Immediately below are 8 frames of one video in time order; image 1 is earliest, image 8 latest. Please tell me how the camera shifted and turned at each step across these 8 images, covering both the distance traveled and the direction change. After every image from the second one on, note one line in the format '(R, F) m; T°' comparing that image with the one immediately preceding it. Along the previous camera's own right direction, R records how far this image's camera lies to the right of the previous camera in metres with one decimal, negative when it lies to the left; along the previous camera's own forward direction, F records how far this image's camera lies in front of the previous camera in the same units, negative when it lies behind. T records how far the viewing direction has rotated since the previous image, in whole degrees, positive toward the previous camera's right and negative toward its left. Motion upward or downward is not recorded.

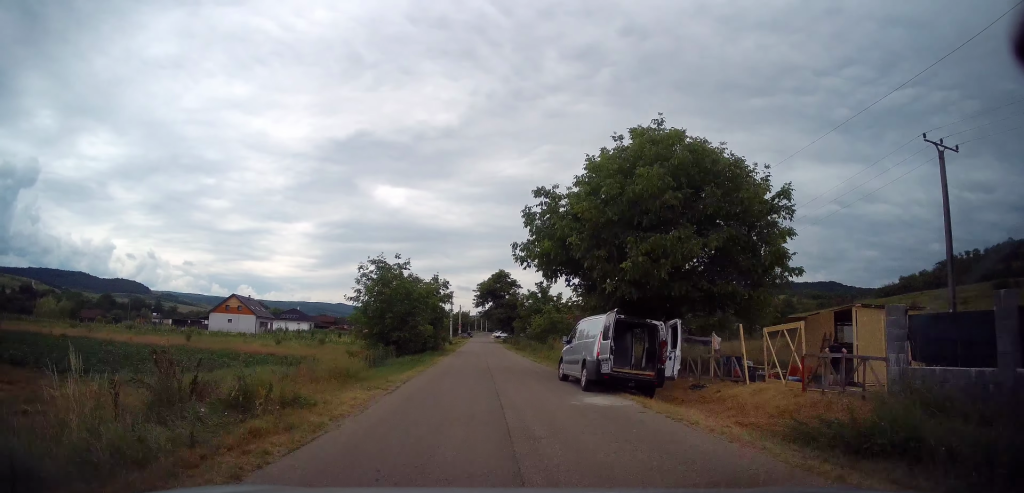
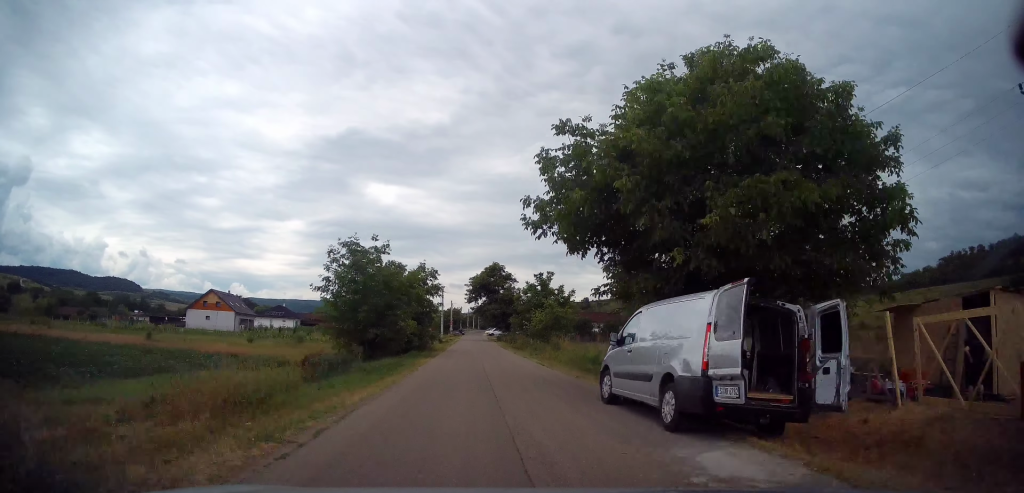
(0.0, +6.1) m; +1°
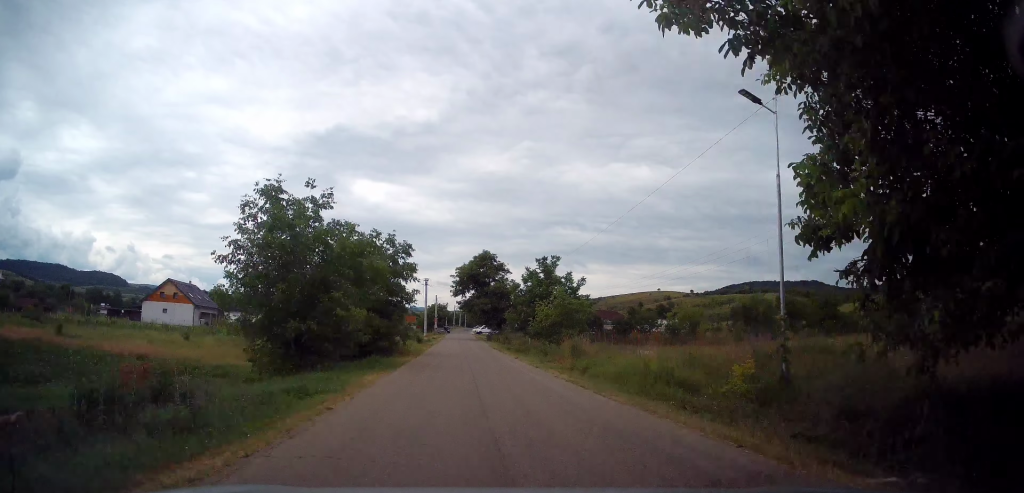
(+0.1, +10.6) m; +1°
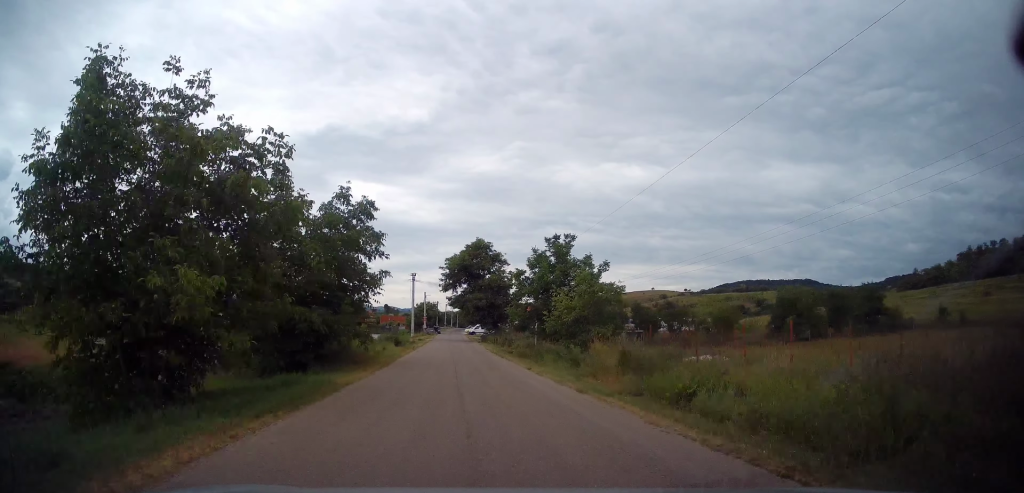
(+0.2, +9.6) m; +1°
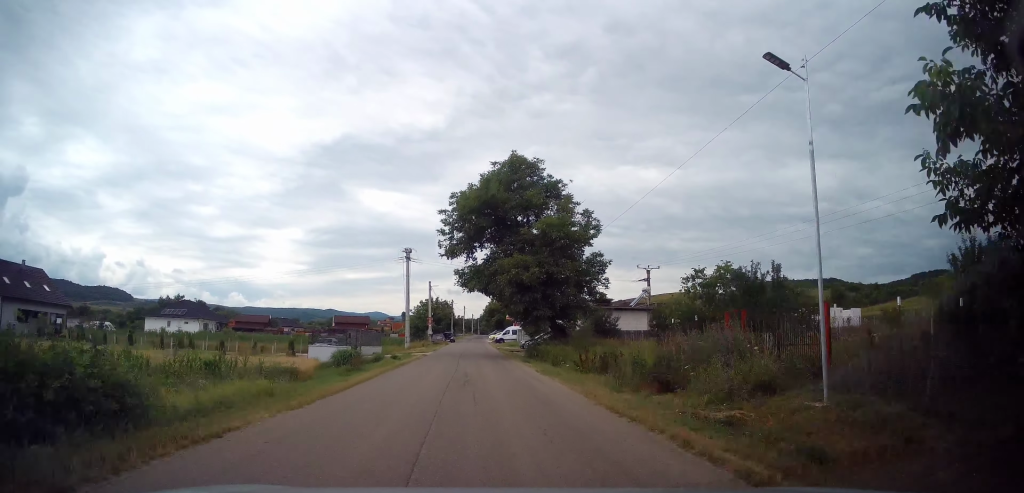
(-0.2, +32.6) m; -2°
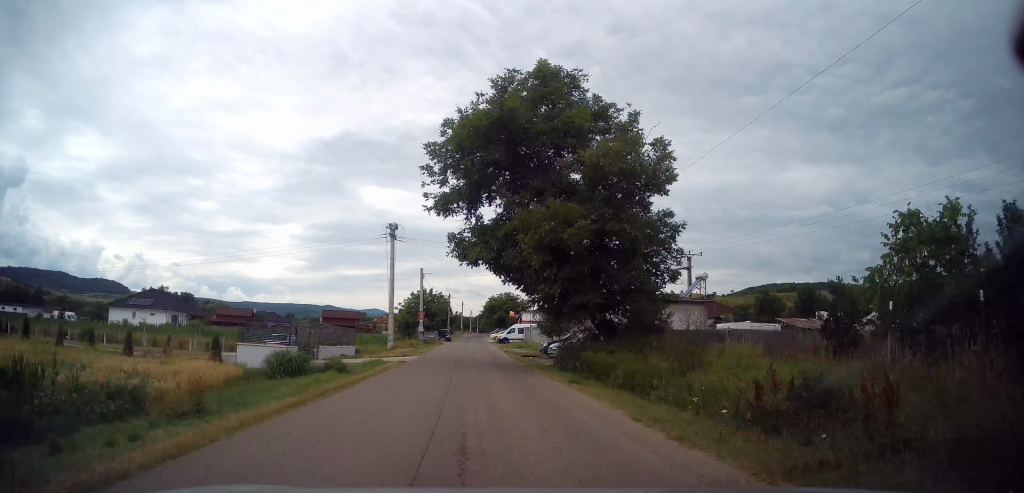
(-0.4, +11.6) m; 0°
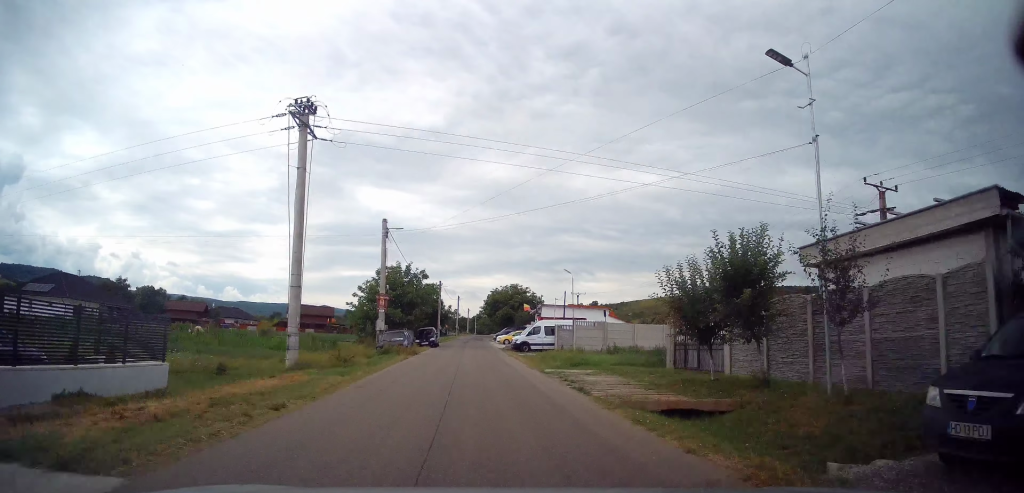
(+0.7, +25.1) m; 0°
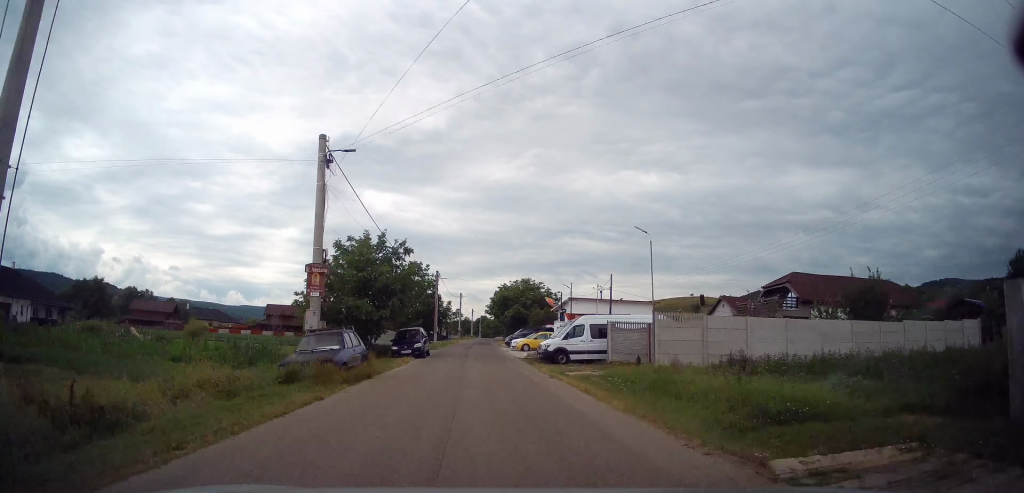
(-0.5, +14.5) m; -1°
